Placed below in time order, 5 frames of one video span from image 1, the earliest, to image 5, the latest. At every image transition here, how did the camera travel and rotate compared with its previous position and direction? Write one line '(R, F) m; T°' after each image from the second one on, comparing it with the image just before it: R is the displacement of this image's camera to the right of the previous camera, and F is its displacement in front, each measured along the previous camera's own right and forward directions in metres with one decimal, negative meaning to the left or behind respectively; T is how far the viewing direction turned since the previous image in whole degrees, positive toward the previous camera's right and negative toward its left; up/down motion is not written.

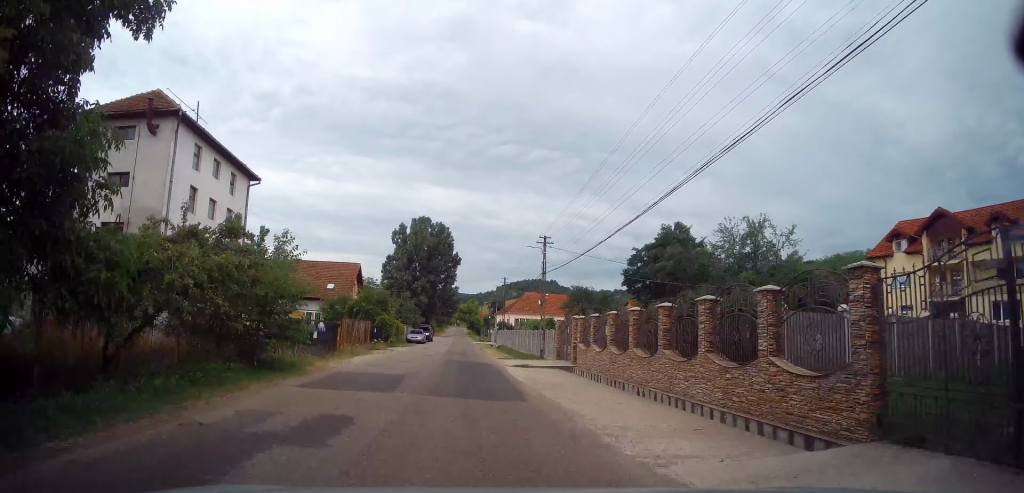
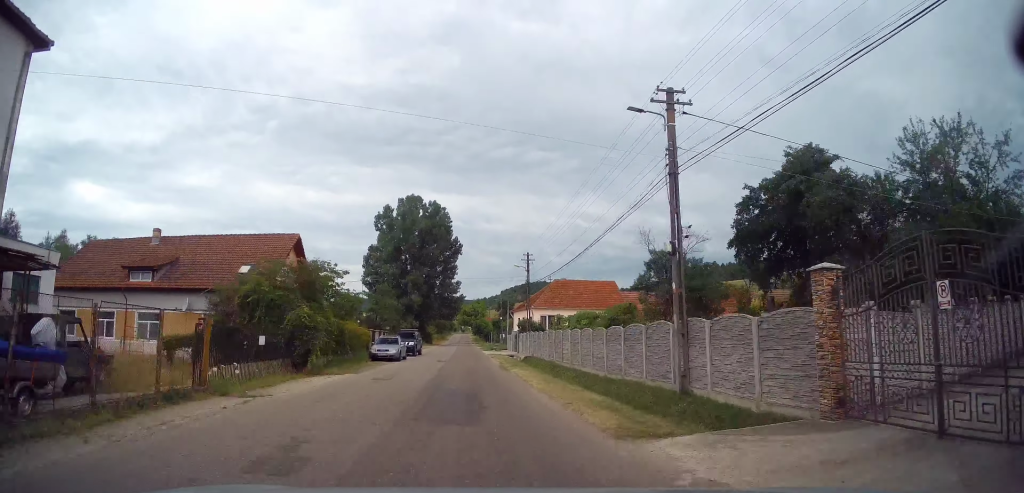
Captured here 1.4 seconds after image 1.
(+0.5, +21.4) m; +1°
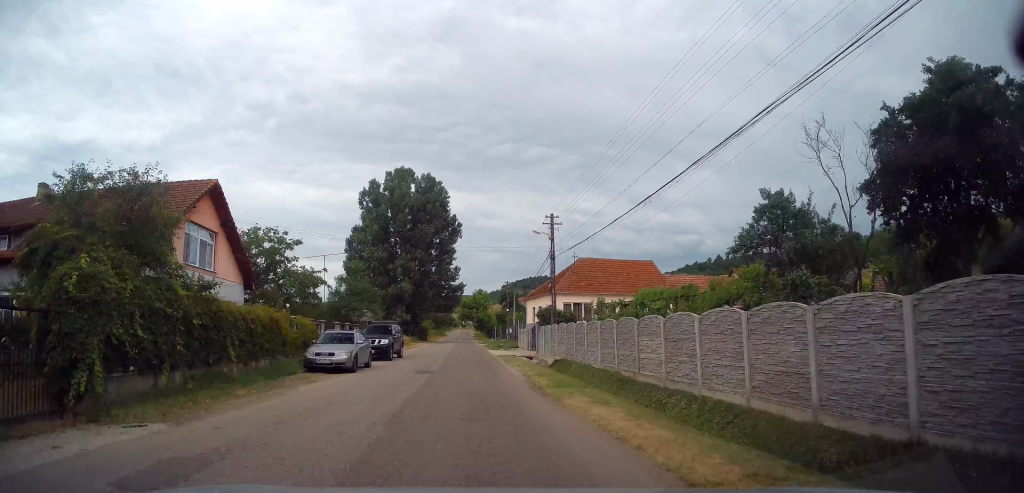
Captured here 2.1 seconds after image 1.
(-0.1, +14.2) m; -3°
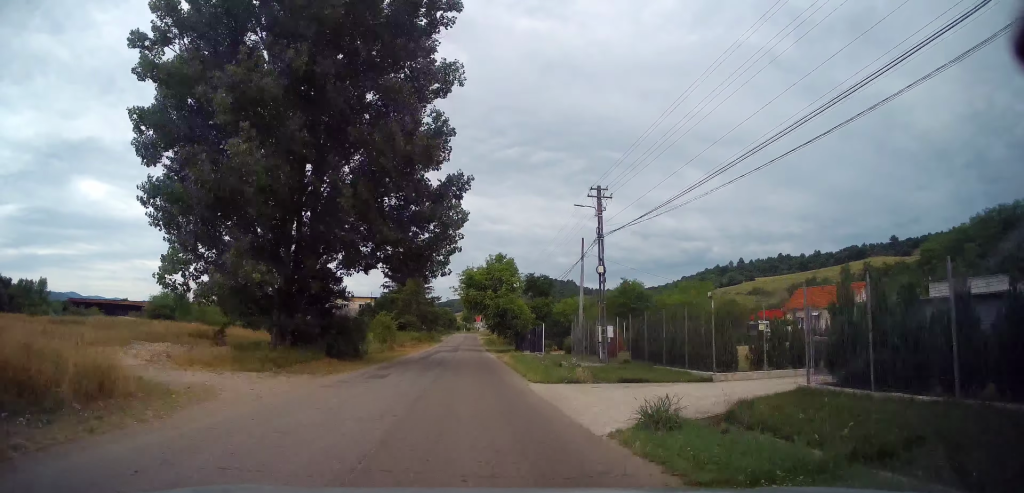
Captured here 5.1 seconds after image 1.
(-2.6, +53.2) m; 0°
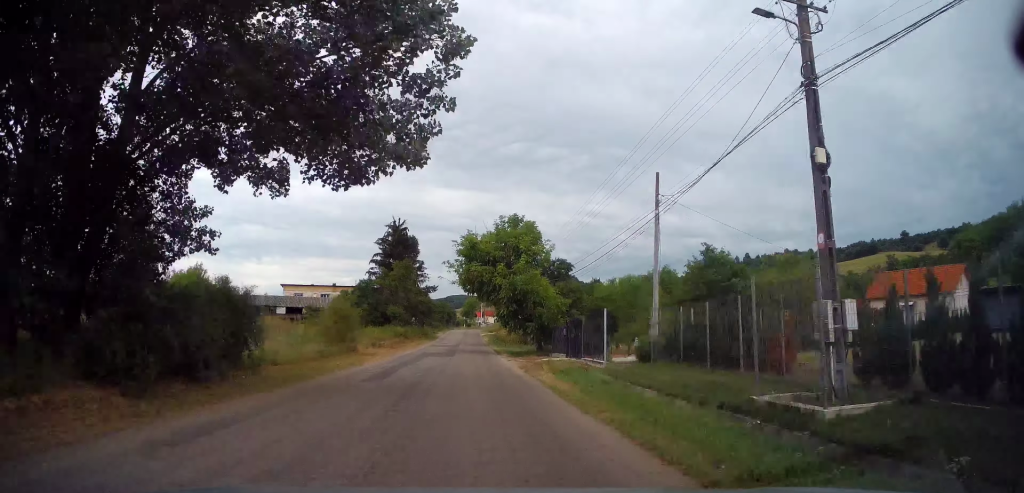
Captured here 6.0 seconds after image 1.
(-0.2, +19.3) m; -1°
